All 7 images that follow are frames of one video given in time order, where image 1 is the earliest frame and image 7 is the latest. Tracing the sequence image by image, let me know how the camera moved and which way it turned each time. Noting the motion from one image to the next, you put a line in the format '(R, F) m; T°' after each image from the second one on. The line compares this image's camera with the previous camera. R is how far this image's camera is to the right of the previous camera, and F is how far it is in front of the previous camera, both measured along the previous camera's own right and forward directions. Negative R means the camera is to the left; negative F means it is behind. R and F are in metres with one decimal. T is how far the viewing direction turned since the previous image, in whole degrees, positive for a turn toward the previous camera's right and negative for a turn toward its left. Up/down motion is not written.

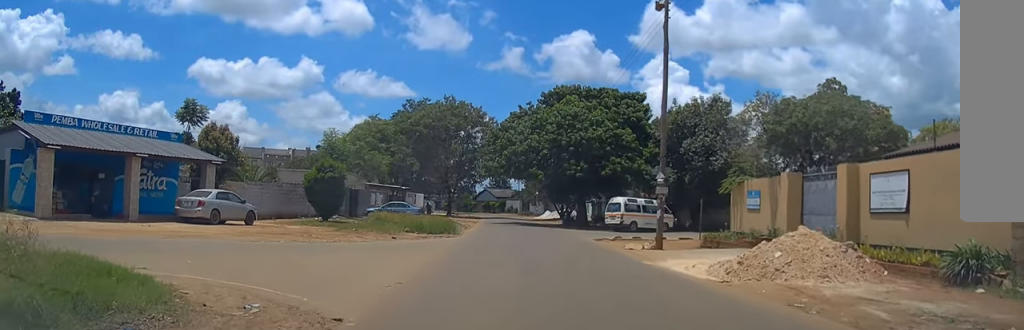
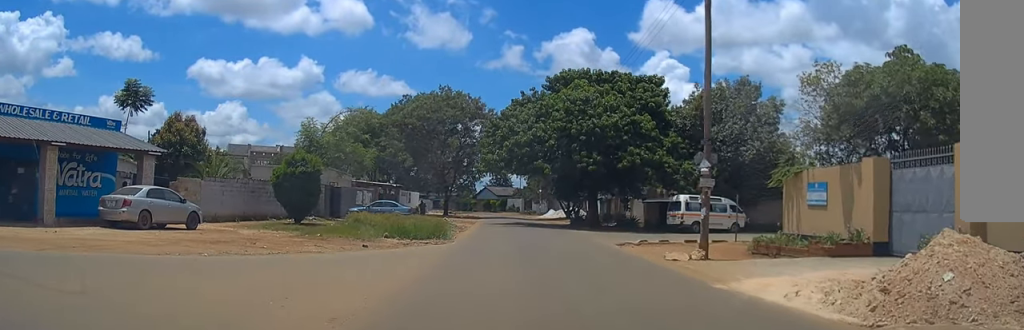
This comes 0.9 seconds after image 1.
(-0.1, +6.0) m; 0°
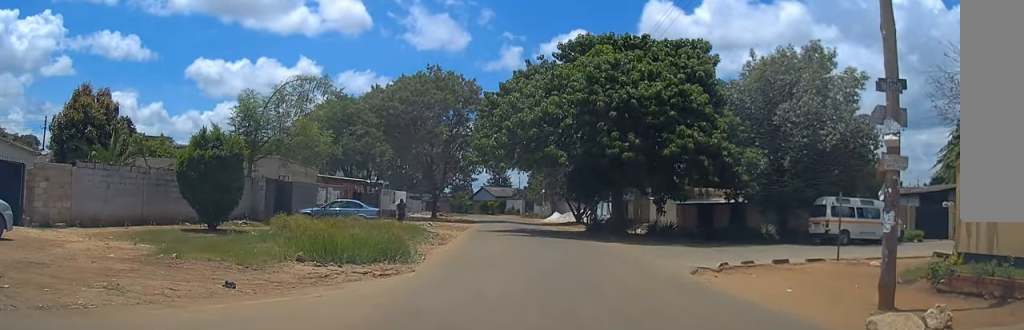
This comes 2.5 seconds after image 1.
(+0.2, +11.0) m; +1°
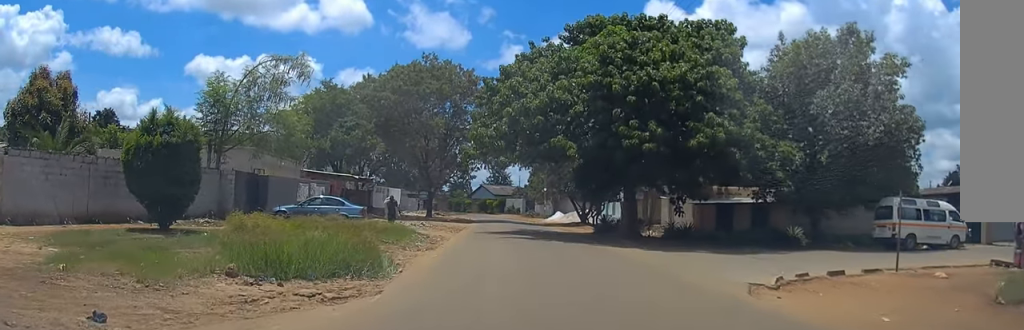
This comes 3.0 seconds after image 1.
(-0.1, +3.9) m; -1°
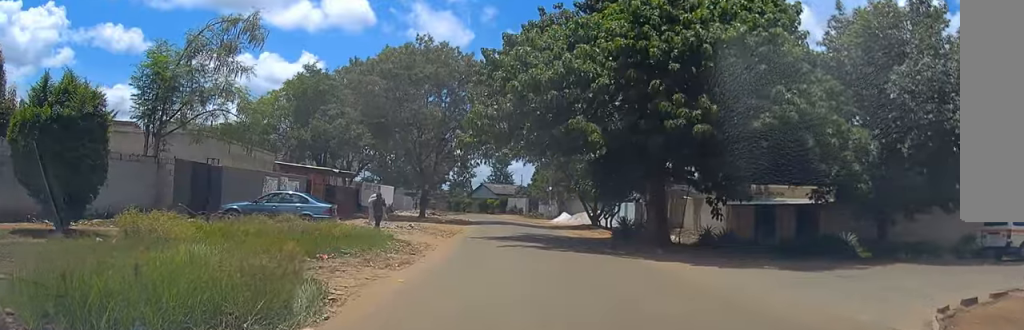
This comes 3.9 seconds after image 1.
(0.0, +5.9) m; 0°
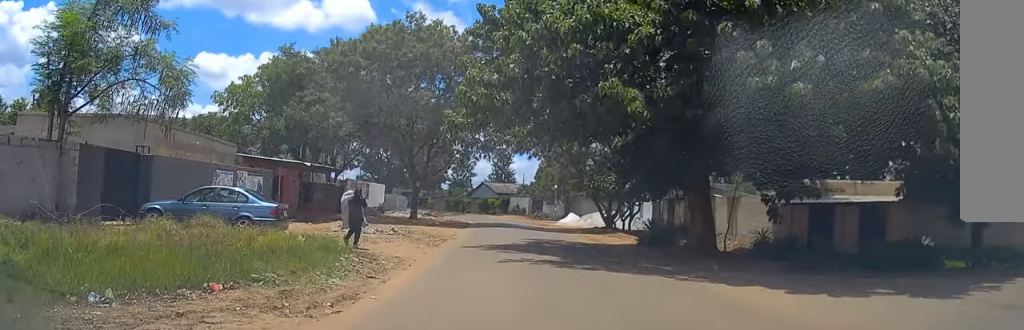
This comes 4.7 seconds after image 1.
(0.0, +6.0) m; 0°
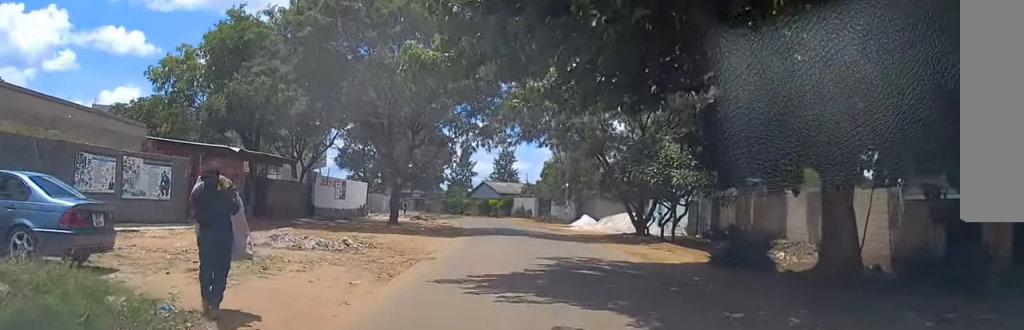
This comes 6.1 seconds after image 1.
(0.0, +9.3) m; 0°
